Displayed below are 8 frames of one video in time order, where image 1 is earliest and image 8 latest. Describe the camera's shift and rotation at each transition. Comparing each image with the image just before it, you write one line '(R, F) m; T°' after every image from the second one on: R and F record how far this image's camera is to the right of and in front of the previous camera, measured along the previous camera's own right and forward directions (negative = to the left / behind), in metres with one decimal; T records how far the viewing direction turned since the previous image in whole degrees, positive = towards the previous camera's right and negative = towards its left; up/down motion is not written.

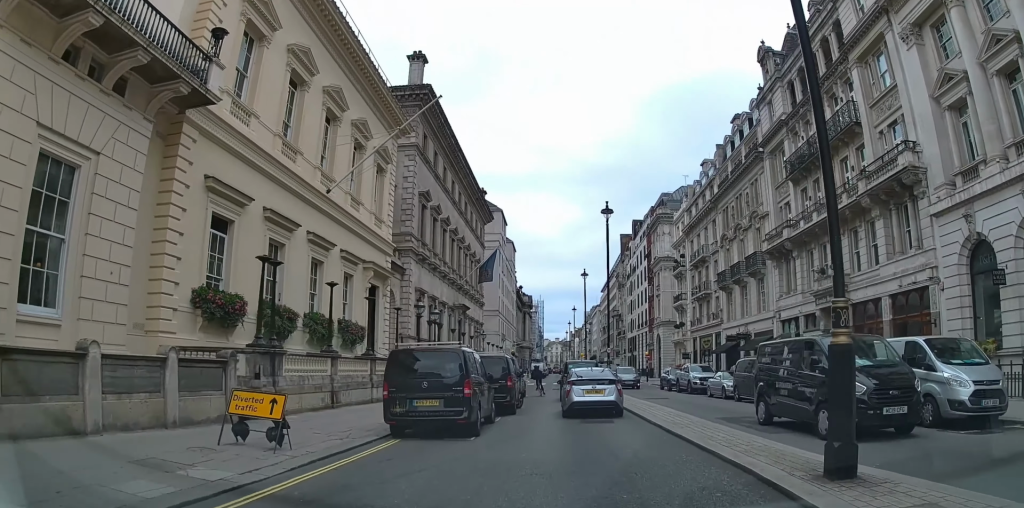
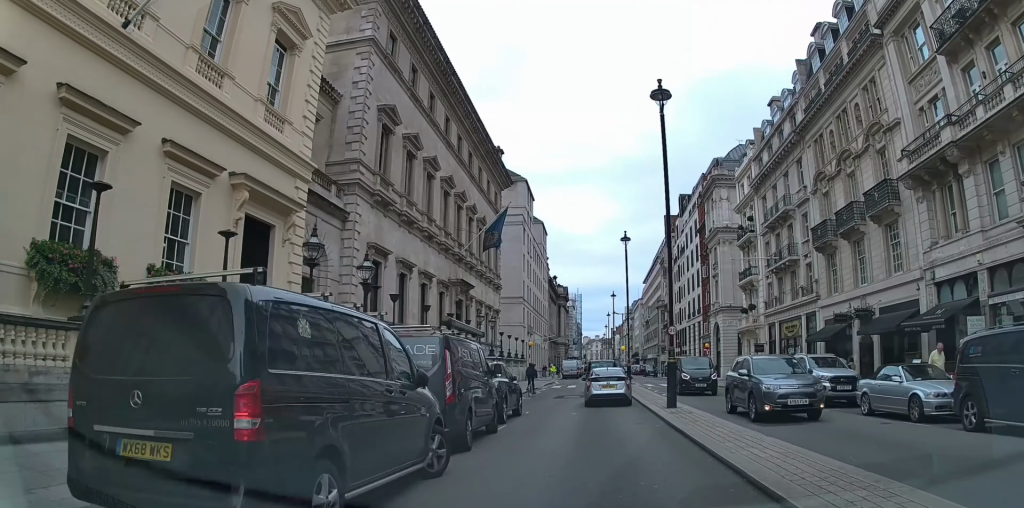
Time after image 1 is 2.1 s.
(+0.5, +14.4) m; 0°
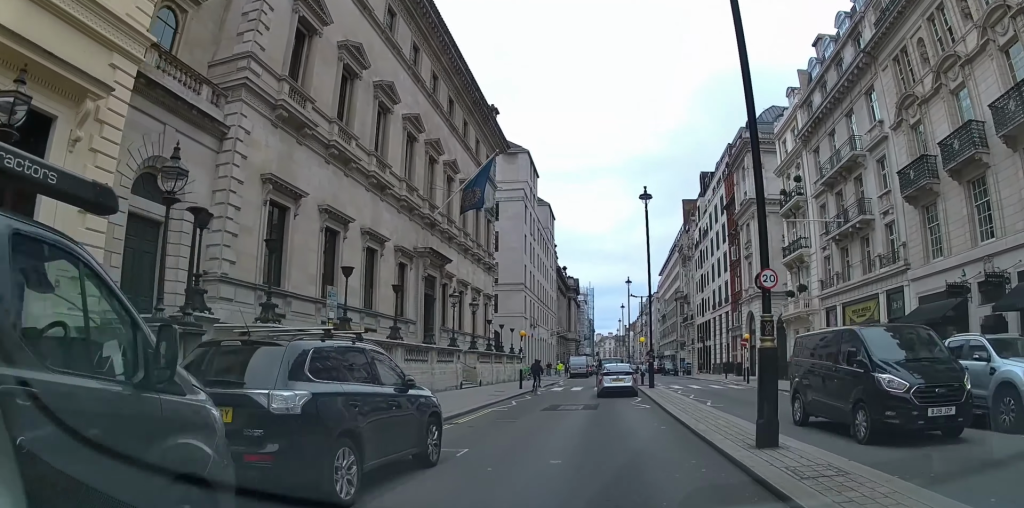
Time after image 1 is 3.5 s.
(-0.7, +10.2) m; -6°
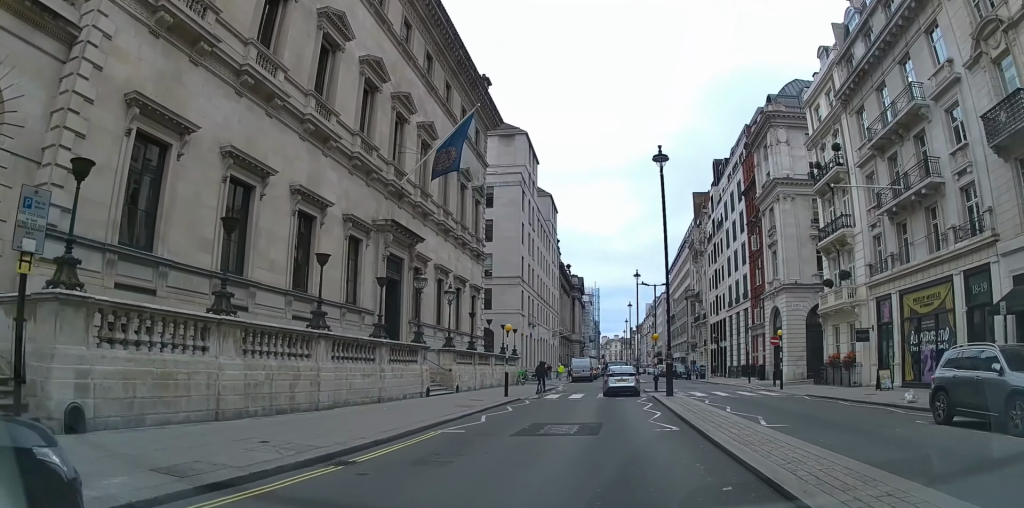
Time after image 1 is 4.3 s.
(-0.3, +6.6) m; +3°
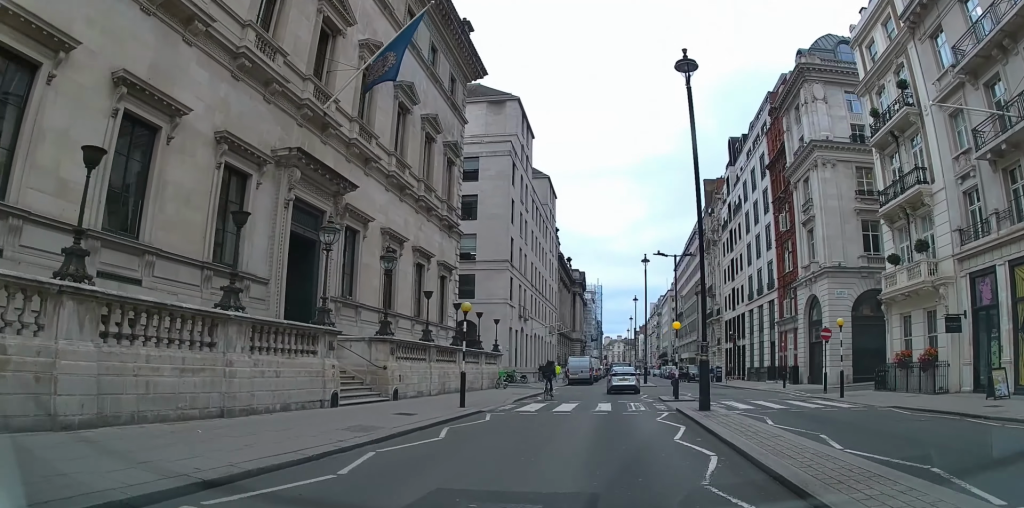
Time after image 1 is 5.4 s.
(+0.8, +8.3) m; +3°
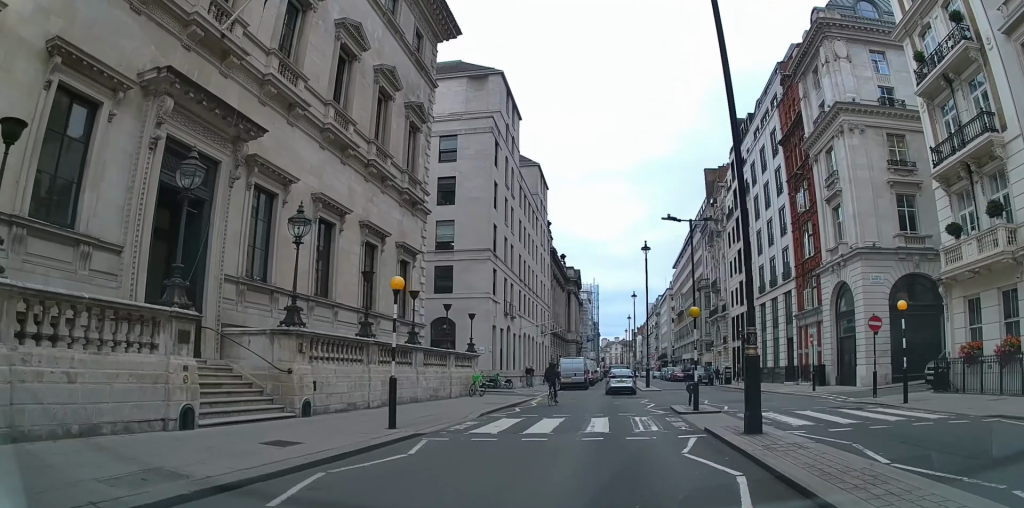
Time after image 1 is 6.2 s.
(-0.3, +5.5) m; 0°
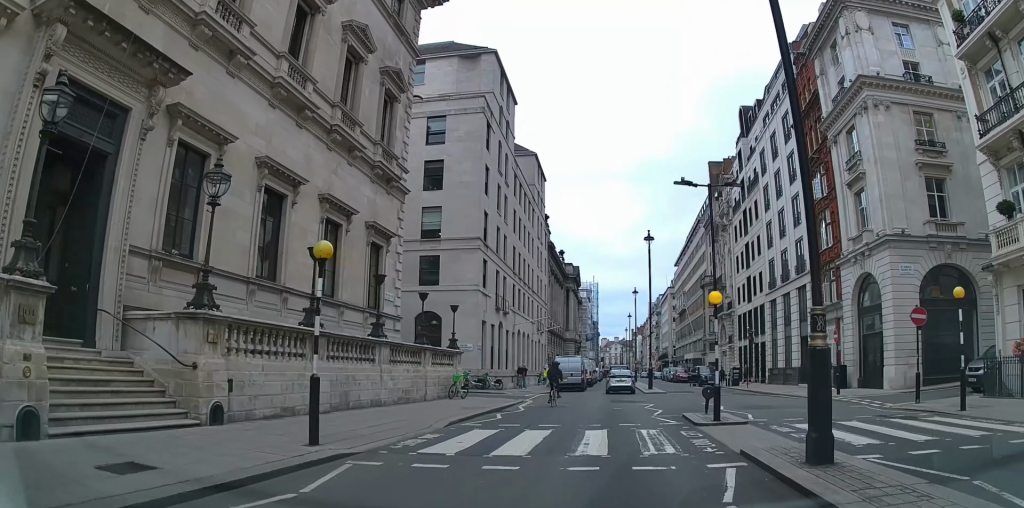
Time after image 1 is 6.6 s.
(+0.1, +3.3) m; +3°
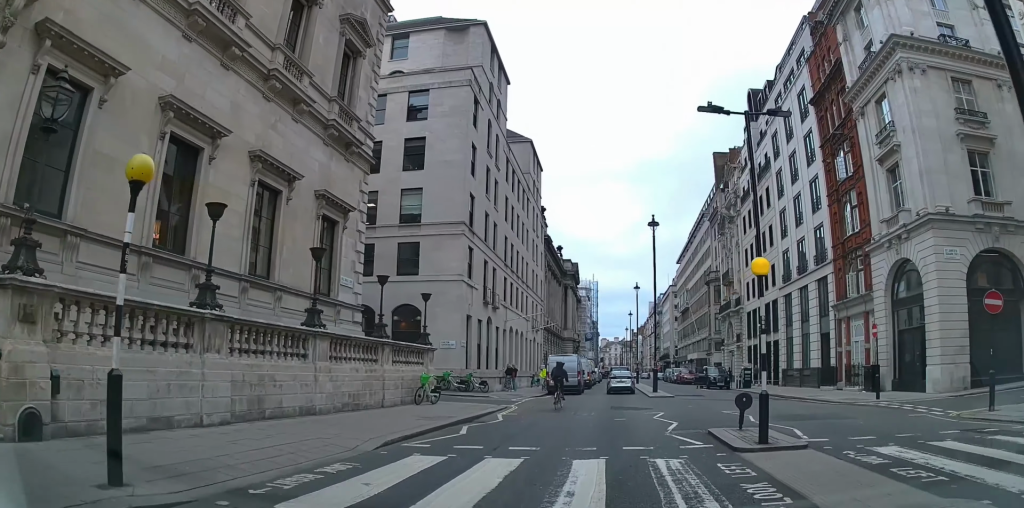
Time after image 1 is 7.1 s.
(+0.1, +4.0) m; +4°
